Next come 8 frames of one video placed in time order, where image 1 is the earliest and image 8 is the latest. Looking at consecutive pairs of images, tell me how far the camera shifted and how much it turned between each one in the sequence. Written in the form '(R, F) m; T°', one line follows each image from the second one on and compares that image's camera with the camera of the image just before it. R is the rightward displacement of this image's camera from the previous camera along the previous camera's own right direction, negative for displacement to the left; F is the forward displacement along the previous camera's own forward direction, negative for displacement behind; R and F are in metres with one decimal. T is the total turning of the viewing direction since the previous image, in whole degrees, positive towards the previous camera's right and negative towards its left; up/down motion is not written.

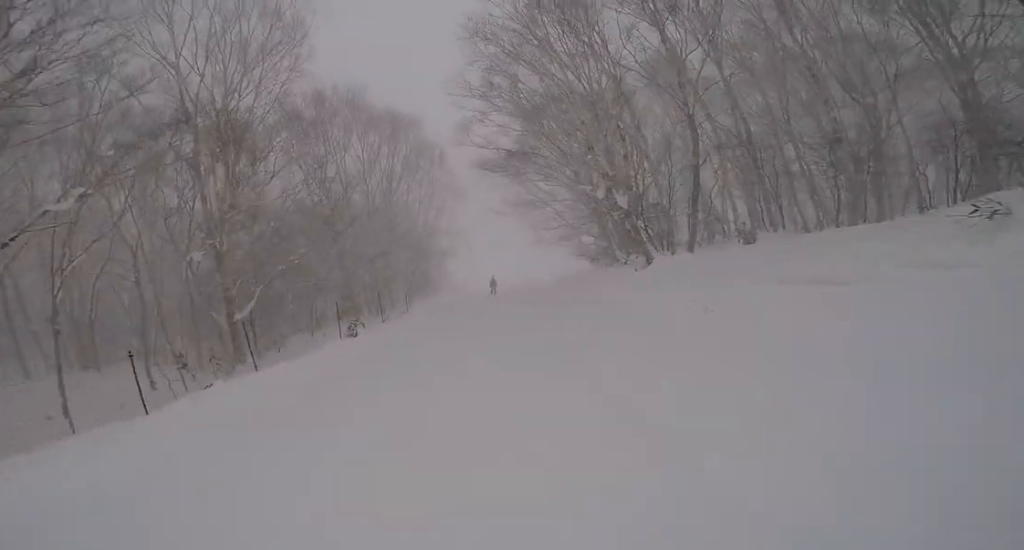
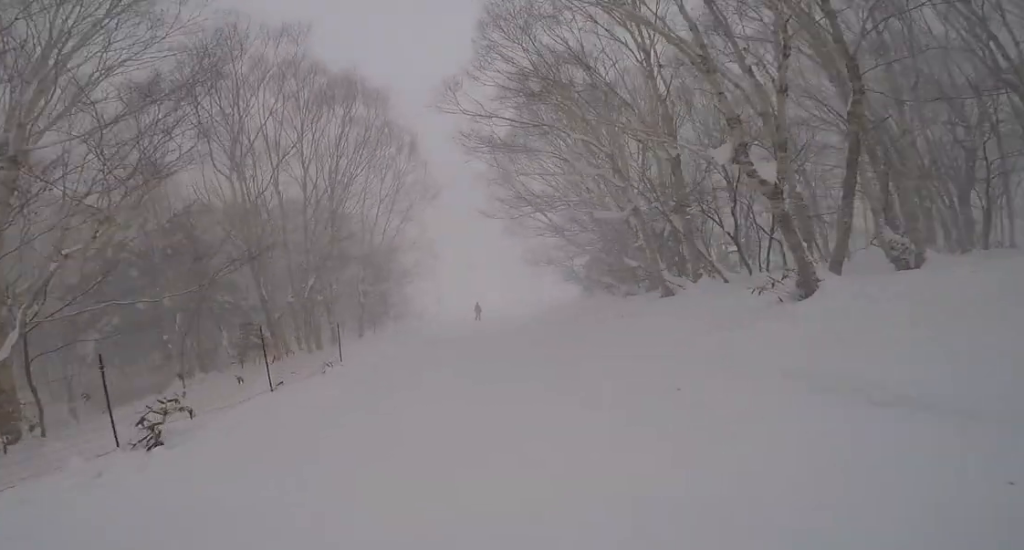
(+0.8, +8.6) m; +6°
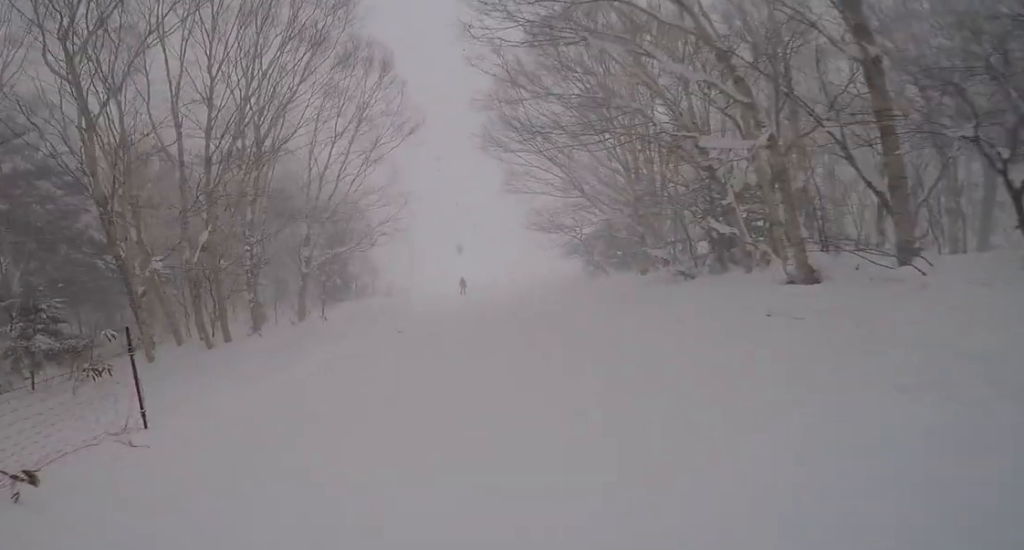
(+0.1, +7.7) m; 0°
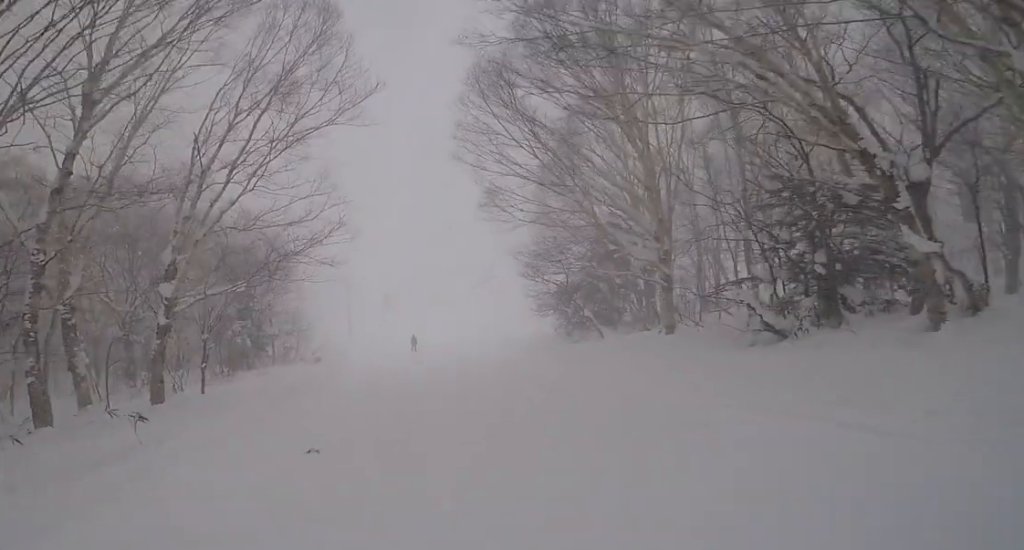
(0.0, +7.5) m; -2°
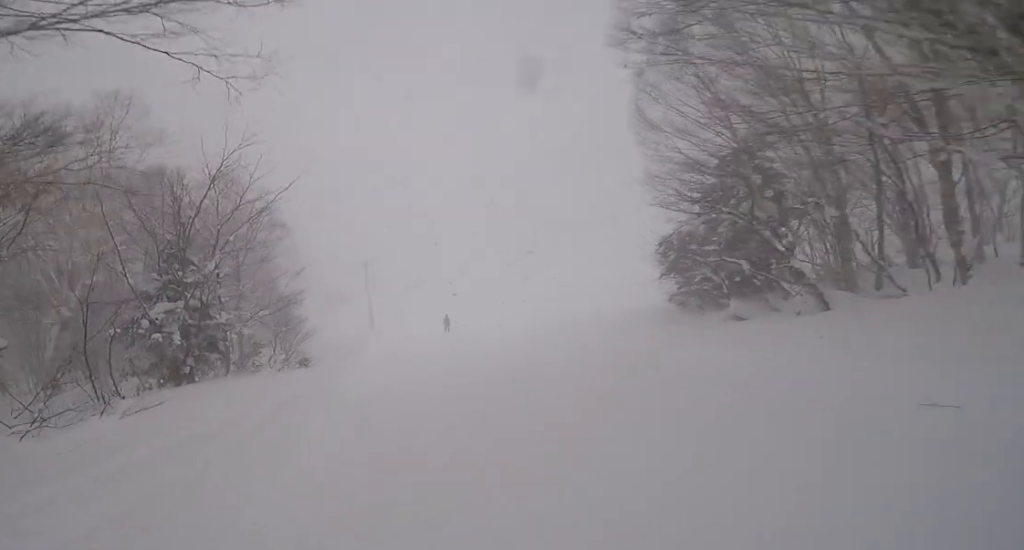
(-0.3, +10.8) m; +1°
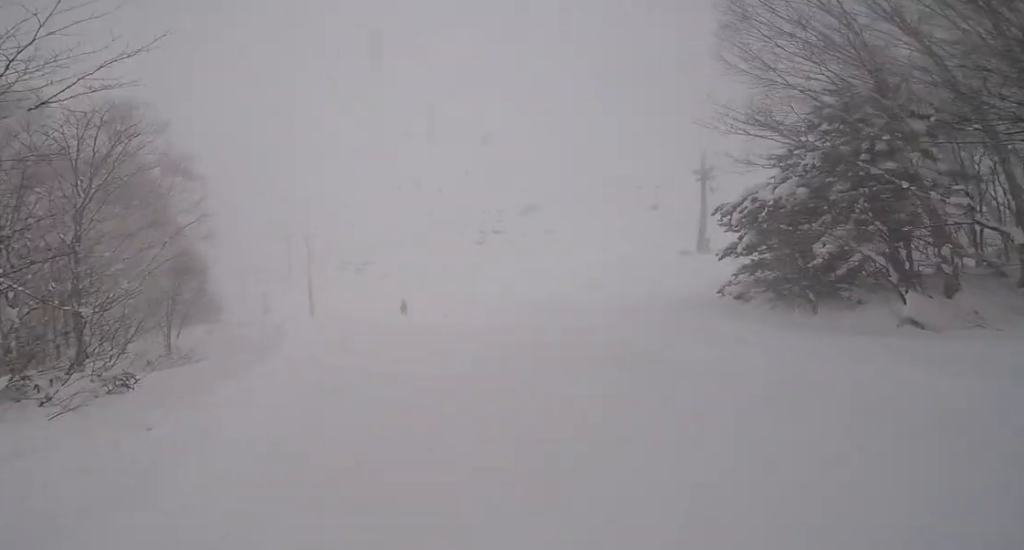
(+0.3, +8.5) m; +3°
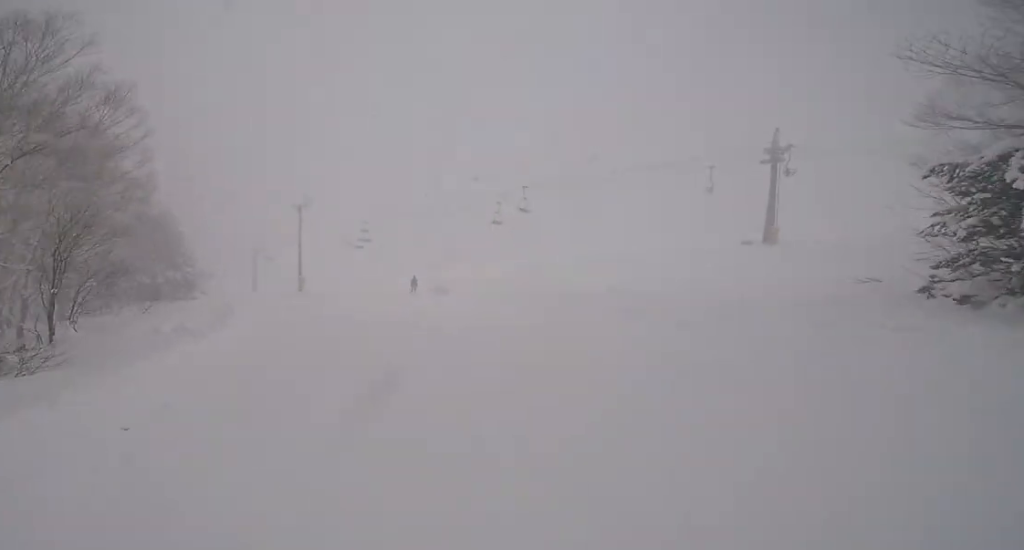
(+0.2, +7.9) m; +4°
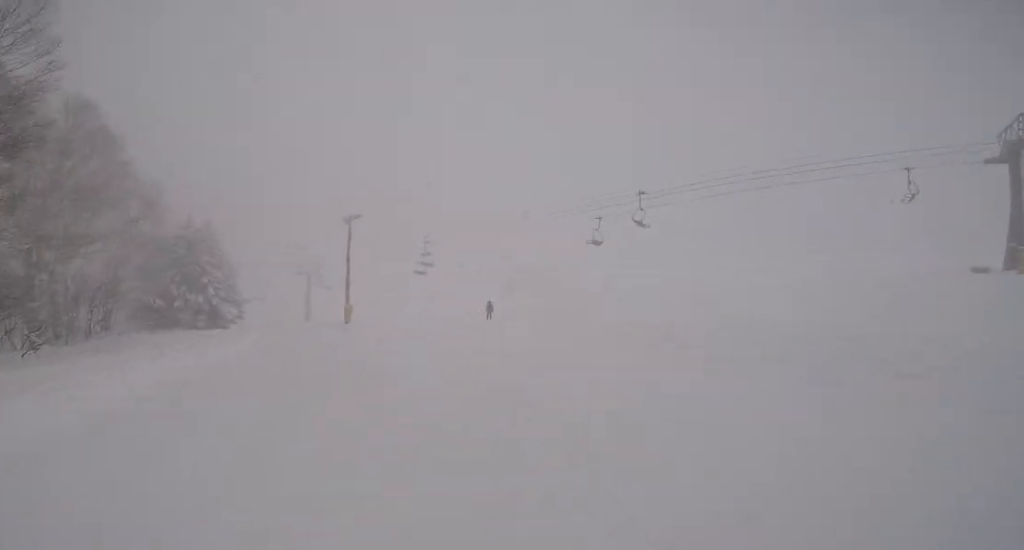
(-0.1, +10.6) m; 0°
